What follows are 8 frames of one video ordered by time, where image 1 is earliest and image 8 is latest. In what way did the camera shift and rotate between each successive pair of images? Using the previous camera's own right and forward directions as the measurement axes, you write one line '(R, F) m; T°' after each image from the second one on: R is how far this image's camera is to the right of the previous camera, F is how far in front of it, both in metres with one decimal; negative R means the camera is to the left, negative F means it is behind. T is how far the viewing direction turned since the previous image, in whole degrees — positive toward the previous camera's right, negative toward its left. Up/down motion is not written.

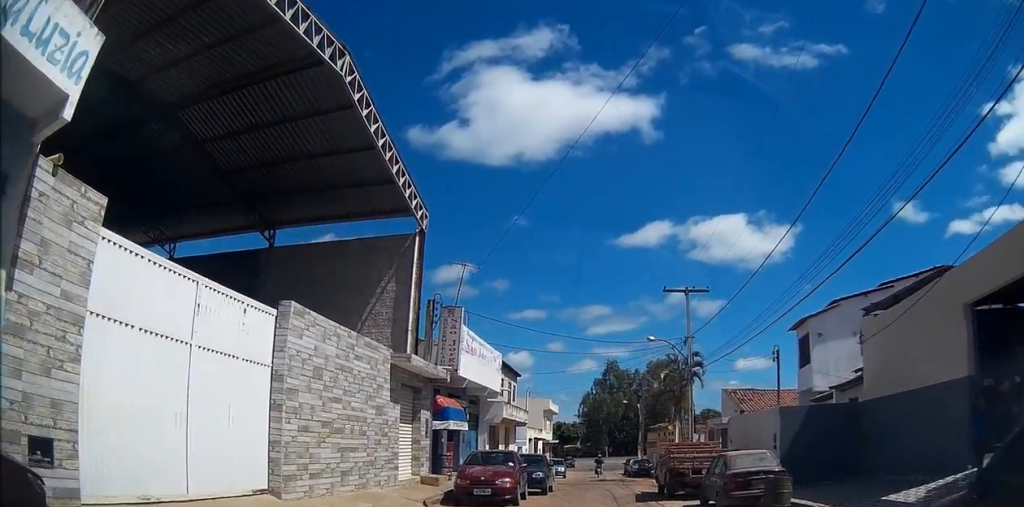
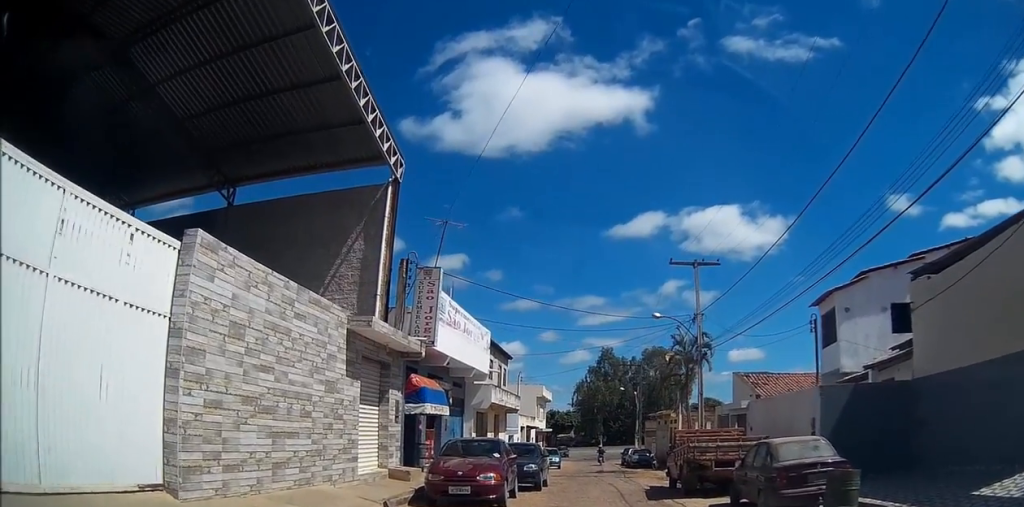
(+0.3, +4.1) m; -3°
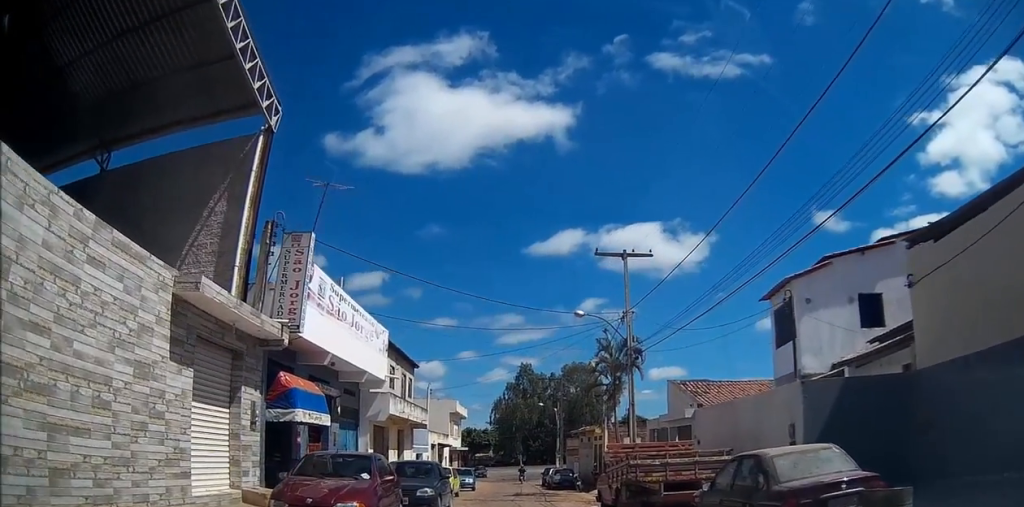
(-0.2, +2.9) m; -4°
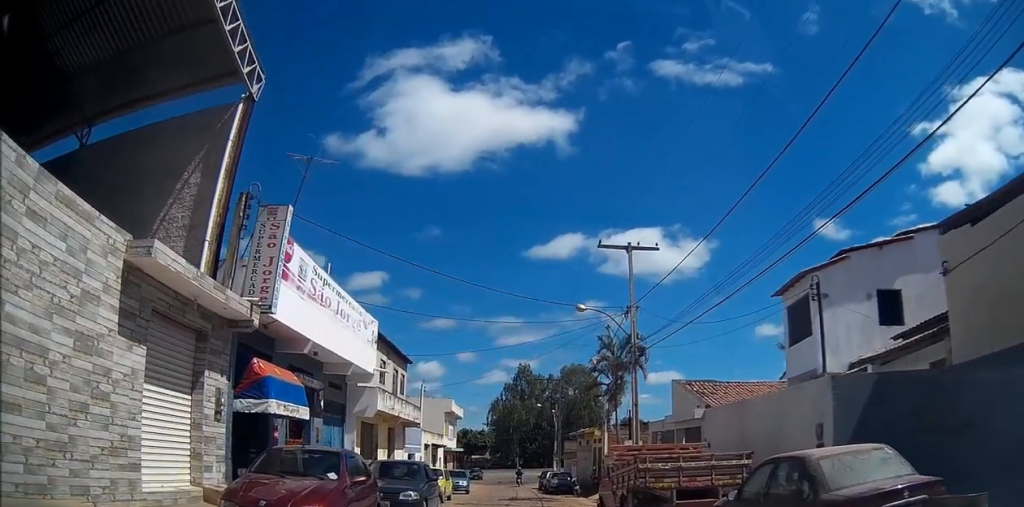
(0.0, +1.2) m; 0°
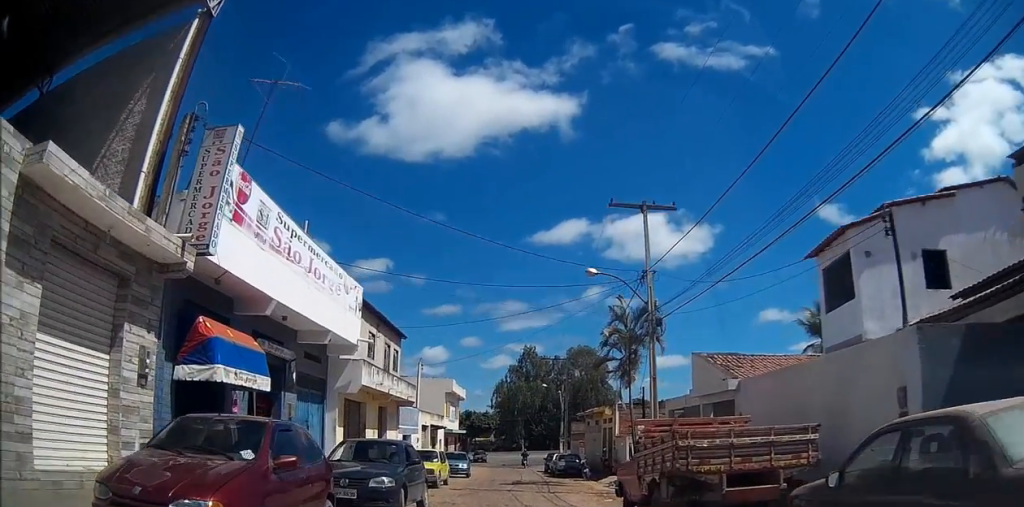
(0.0, +2.0) m; 0°
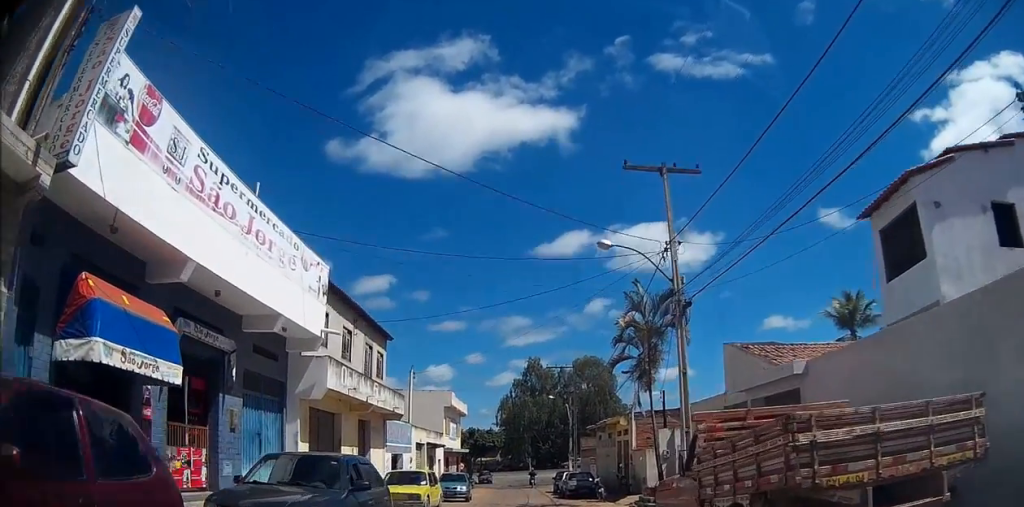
(0.0, +3.1) m; 0°
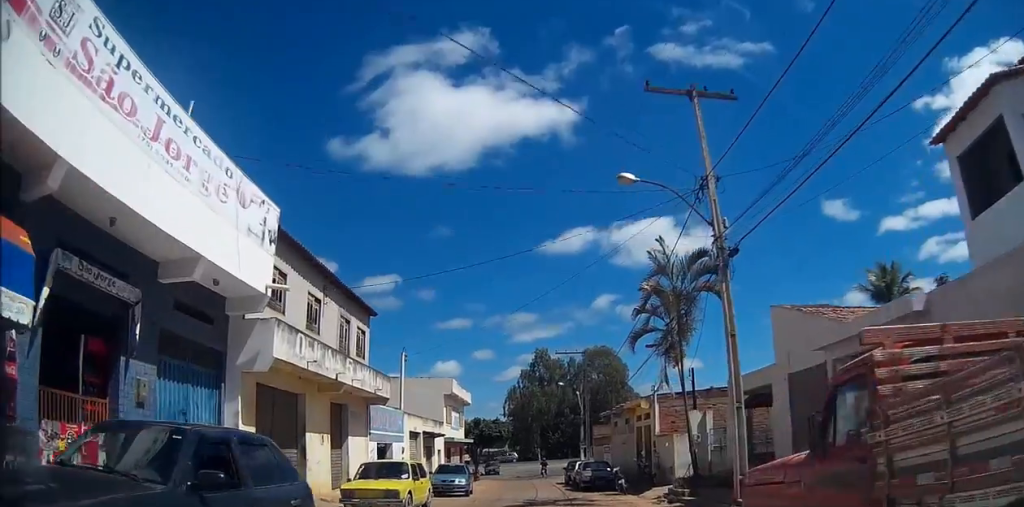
(0.0, +3.6) m; 0°
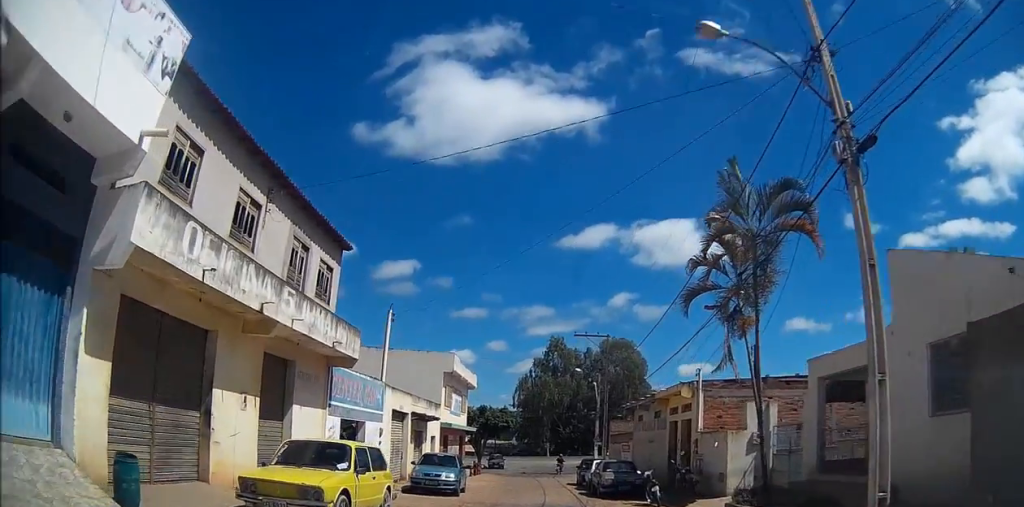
(0.0, +5.2) m; 0°
